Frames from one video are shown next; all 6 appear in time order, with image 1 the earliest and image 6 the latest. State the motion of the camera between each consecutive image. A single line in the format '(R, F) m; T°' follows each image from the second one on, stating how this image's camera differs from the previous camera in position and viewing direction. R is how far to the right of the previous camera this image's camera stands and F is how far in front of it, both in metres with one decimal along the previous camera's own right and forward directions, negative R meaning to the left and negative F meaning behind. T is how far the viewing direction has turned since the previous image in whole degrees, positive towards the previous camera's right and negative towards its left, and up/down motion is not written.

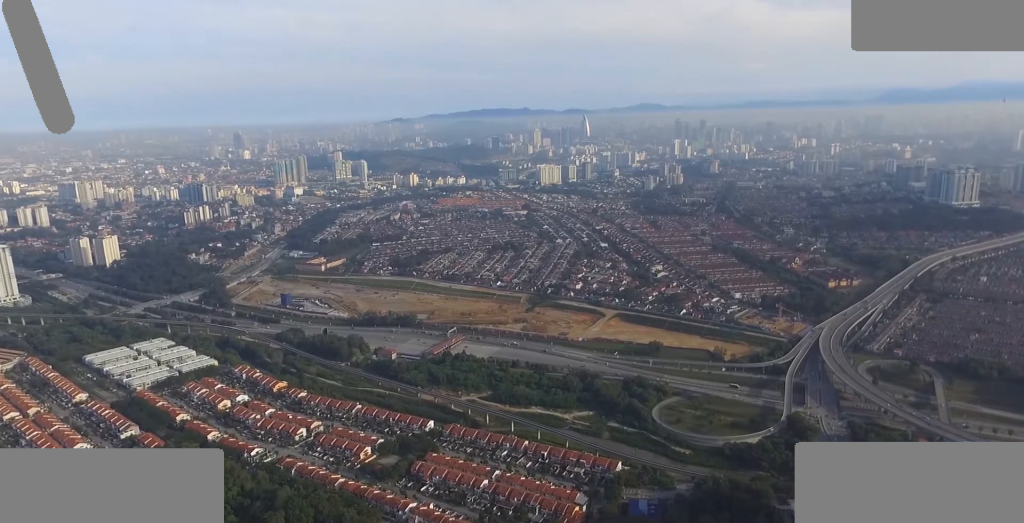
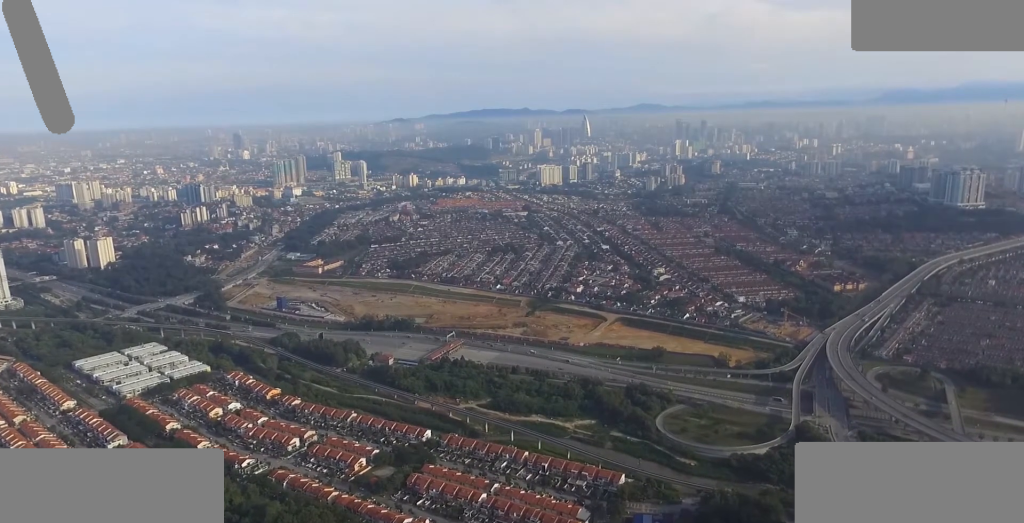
(-0.1, +23.0) m; 0°
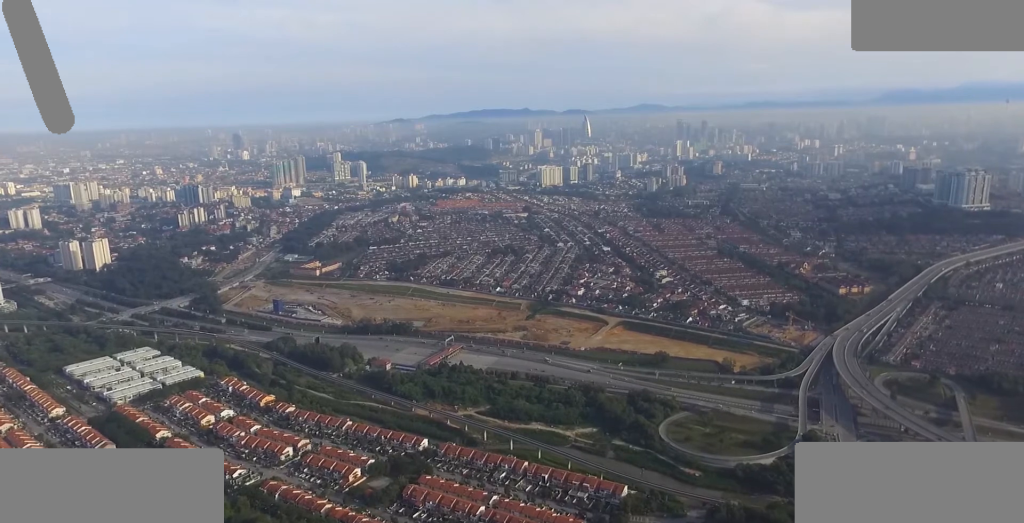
(0.0, +19.2) m; 0°
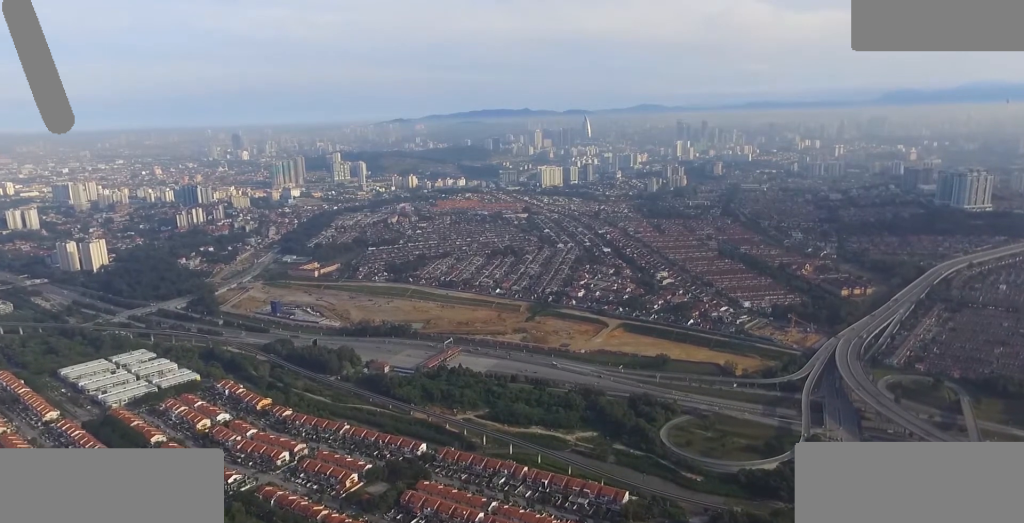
(0.0, +9.9) m; 0°
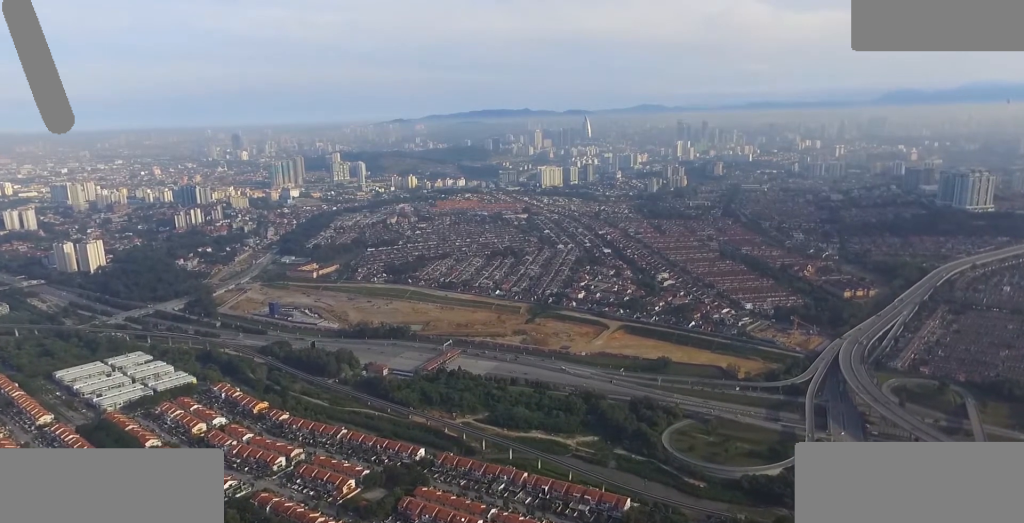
(0.0, +10.5) m; 0°
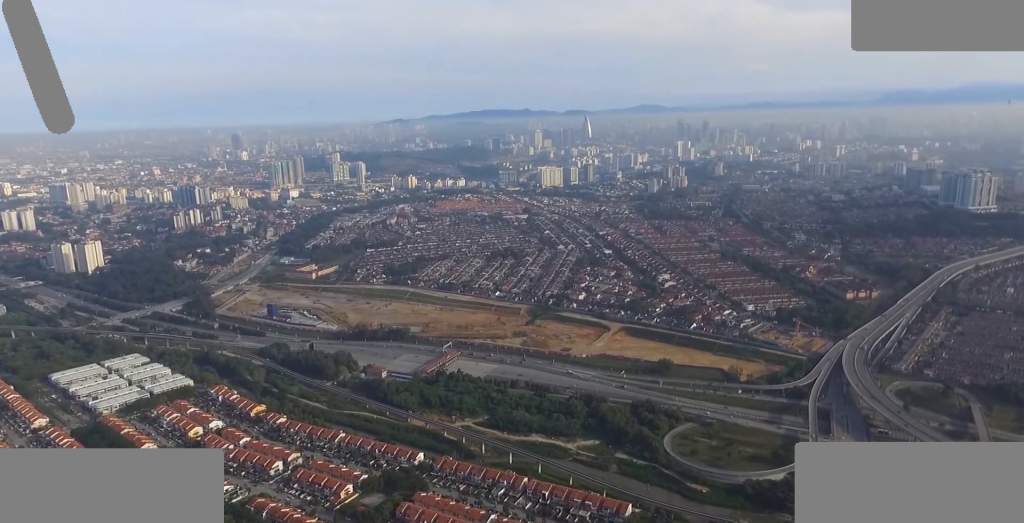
(0.0, +8.4) m; 0°
